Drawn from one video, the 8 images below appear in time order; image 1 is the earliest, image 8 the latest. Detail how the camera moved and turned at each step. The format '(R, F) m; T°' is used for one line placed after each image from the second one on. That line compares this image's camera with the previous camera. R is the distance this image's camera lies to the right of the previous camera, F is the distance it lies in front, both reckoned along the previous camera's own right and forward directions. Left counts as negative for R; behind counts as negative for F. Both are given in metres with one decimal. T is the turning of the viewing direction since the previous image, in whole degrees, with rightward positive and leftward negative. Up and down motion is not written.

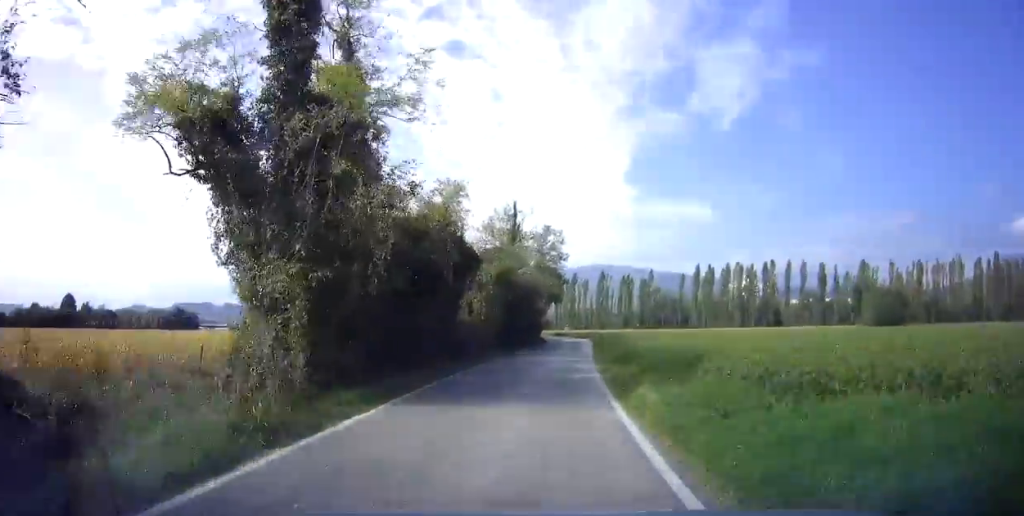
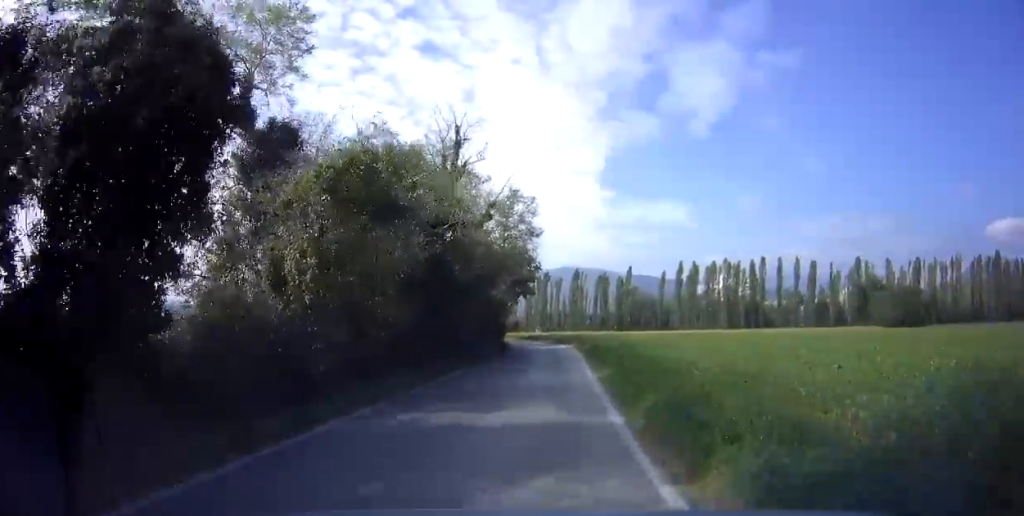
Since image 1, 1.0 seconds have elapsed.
(+0.2, +16.5) m; +2°
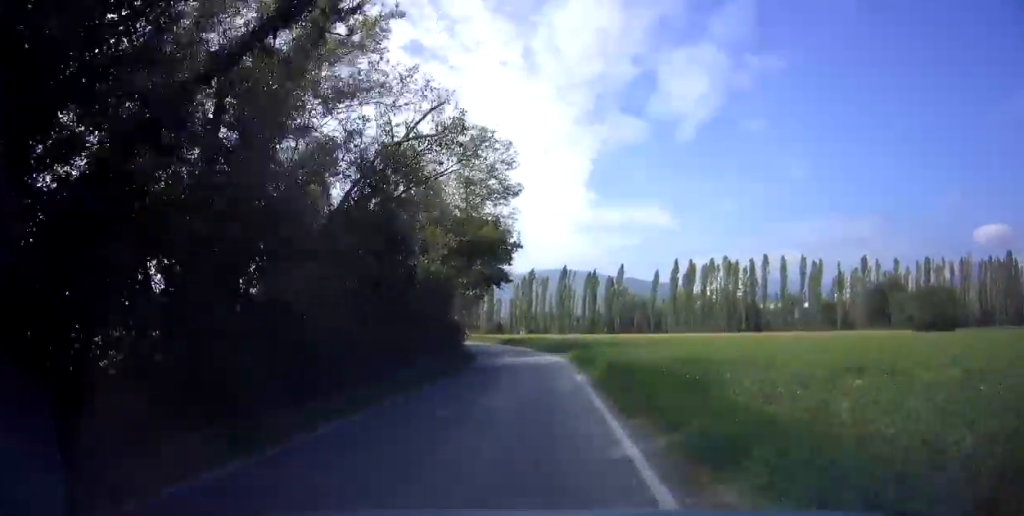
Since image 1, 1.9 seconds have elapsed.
(+0.2, +14.0) m; 0°
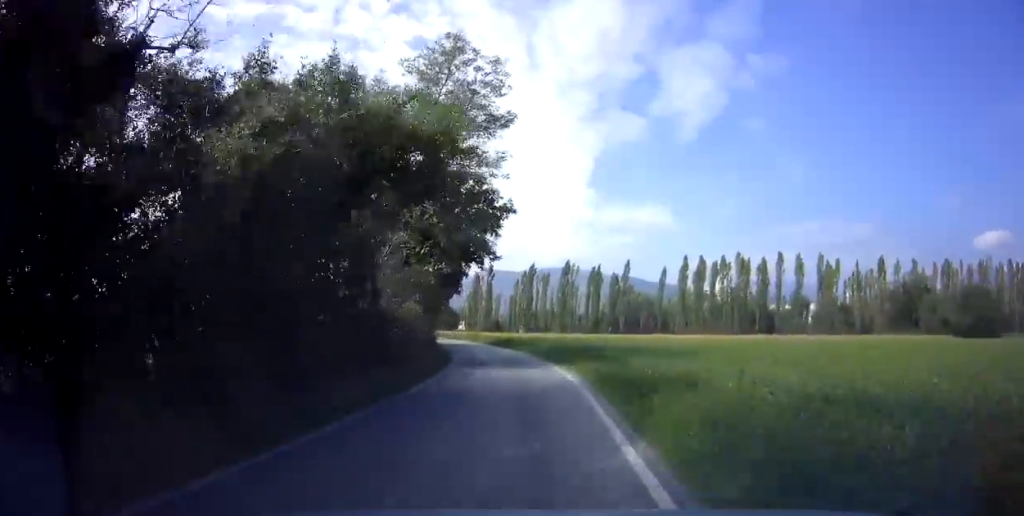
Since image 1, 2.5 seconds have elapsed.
(+0.2, +10.2) m; -1°
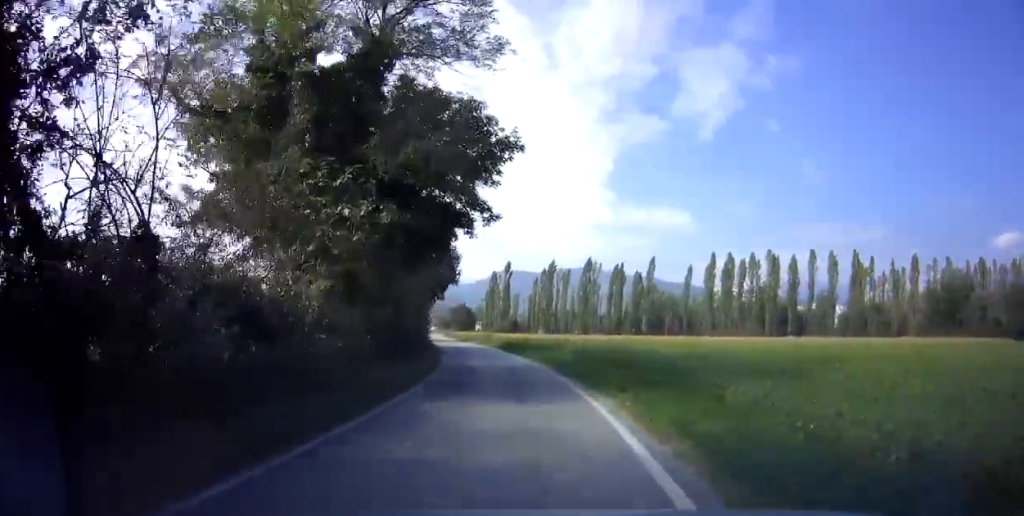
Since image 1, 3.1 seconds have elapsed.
(-0.3, +9.1) m; -1°
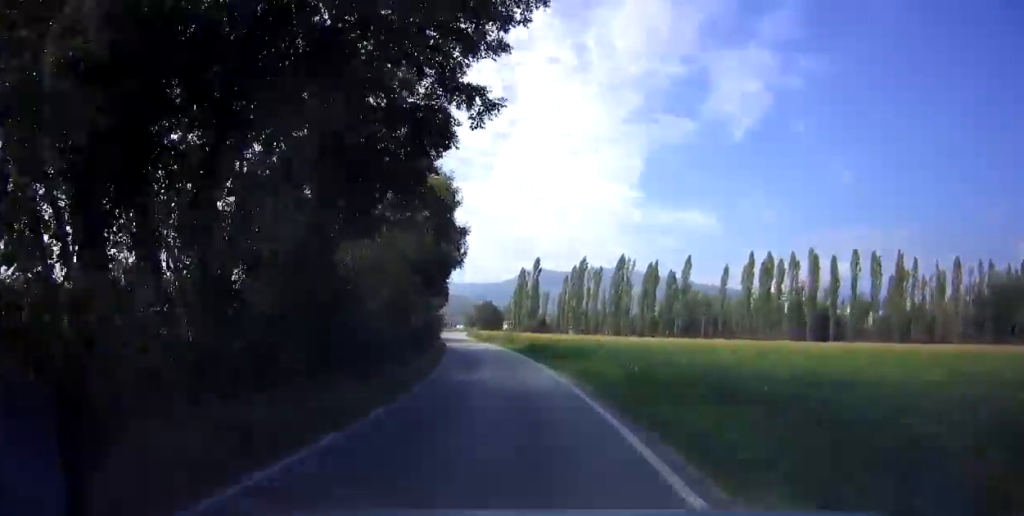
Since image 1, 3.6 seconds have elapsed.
(-0.1, +8.0) m; -1°
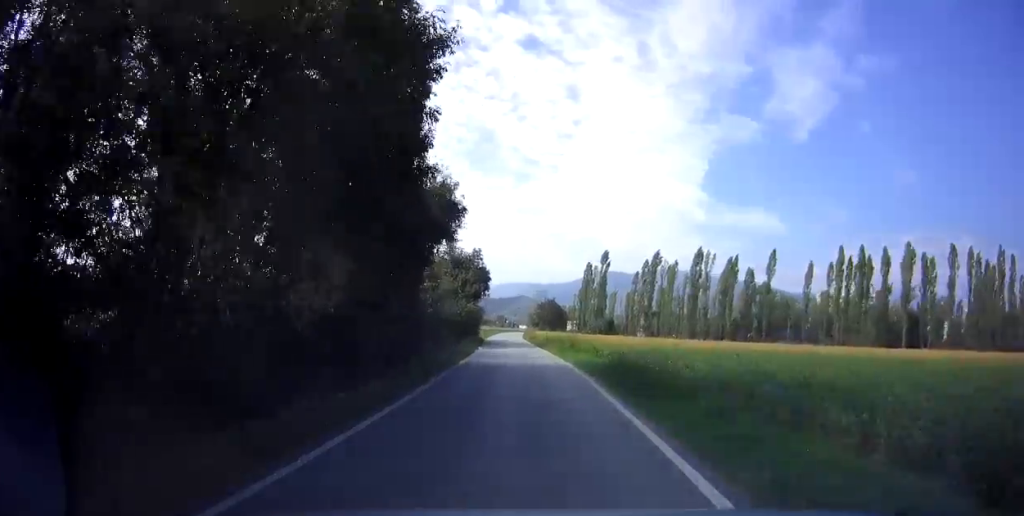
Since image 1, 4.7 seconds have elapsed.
(-0.3, +17.1) m; -4°
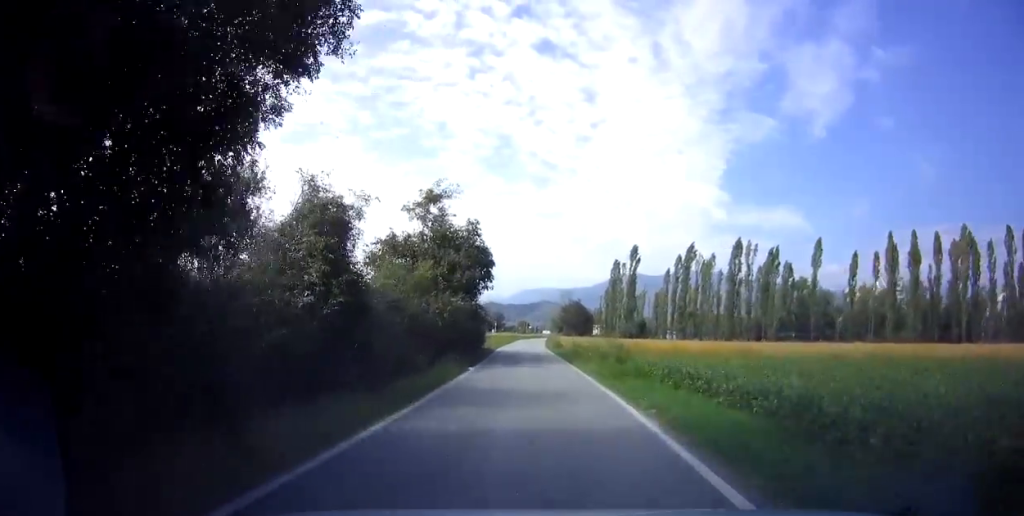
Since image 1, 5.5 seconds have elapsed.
(-0.6, +13.4) m; -5°
